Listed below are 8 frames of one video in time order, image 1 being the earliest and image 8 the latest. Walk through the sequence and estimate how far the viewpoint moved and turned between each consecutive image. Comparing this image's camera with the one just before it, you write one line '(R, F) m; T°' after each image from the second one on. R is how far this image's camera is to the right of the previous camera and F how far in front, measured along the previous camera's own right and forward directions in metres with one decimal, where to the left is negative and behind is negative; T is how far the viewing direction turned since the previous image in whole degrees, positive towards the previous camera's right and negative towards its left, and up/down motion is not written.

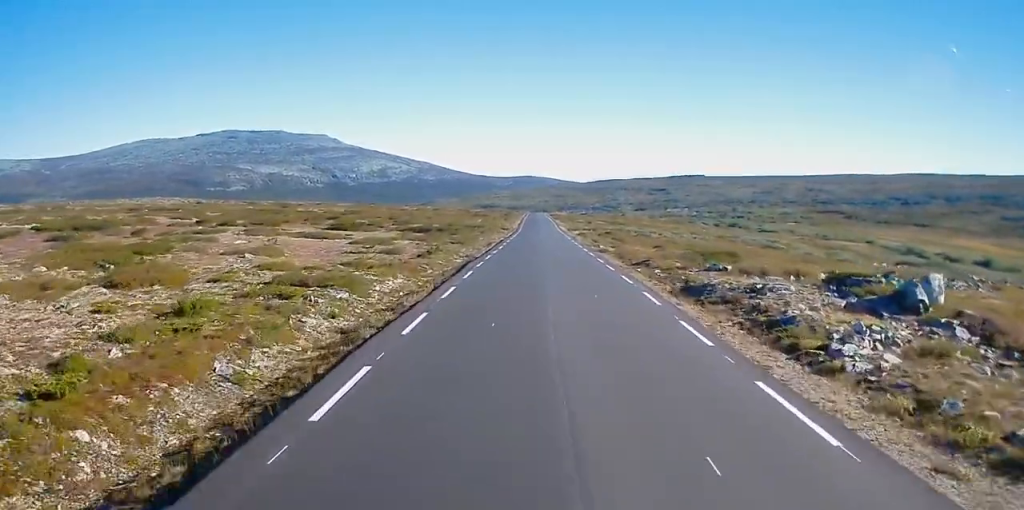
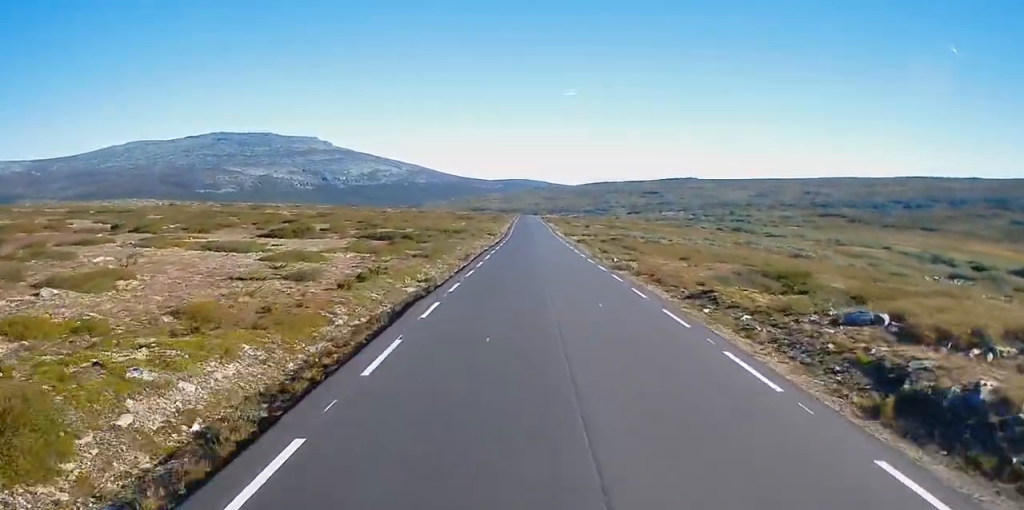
(-0.2, +15.7) m; 0°
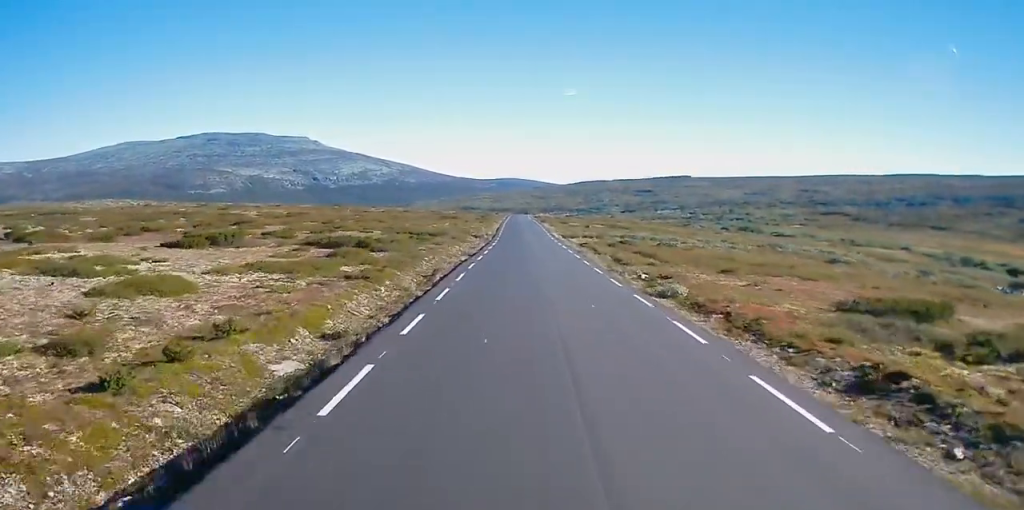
(+0.2, +14.0) m; +1°
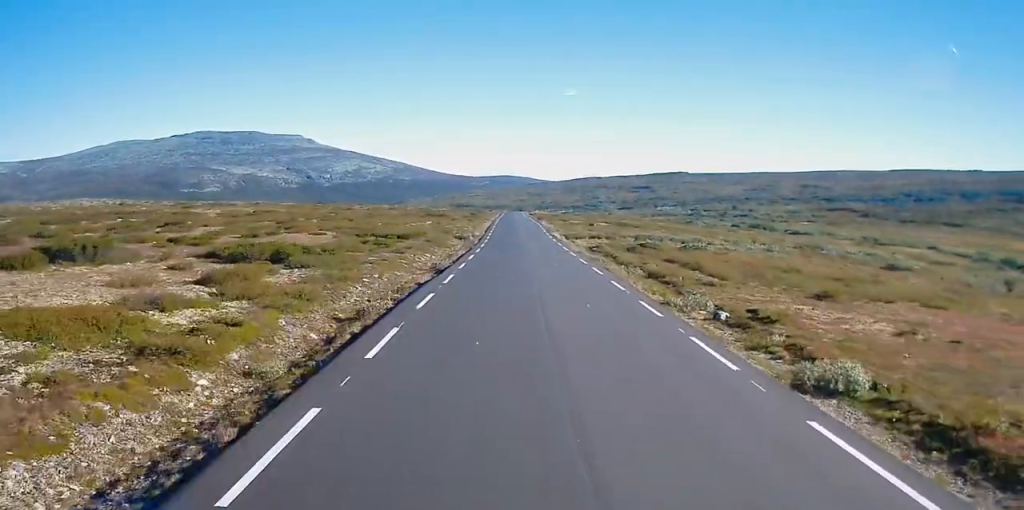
(+0.2, +14.8) m; 0°
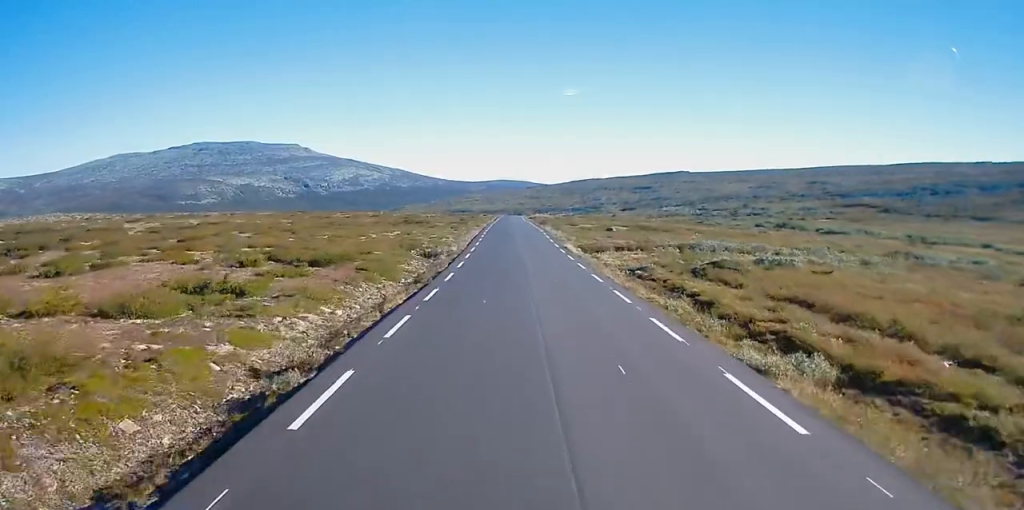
(-0.2, +21.4) m; -1°
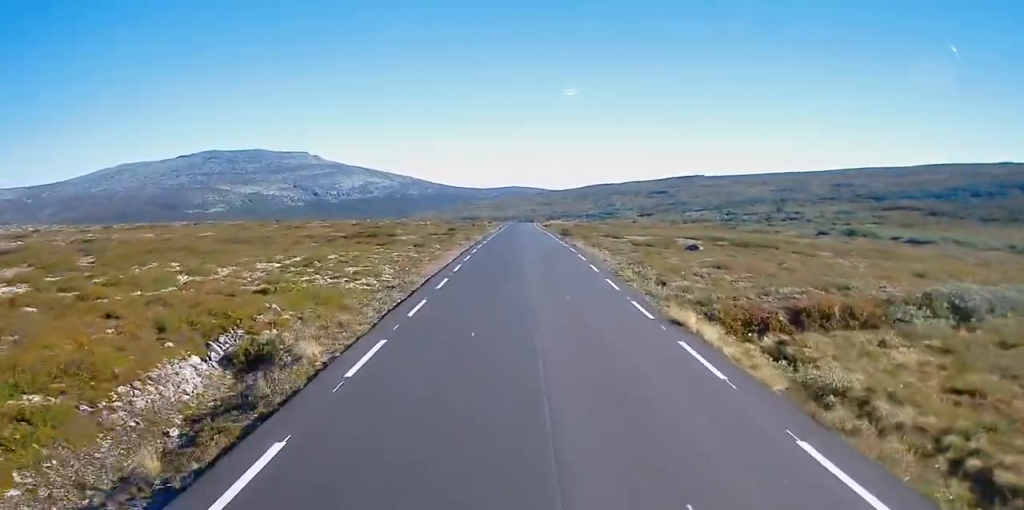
(0.0, +32.9) m; 0°
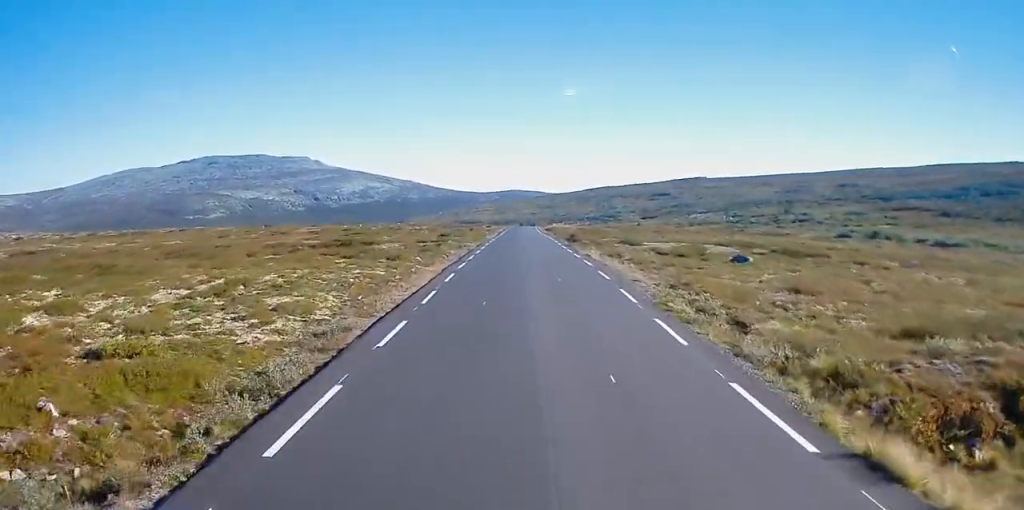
(-0.1, +9.3) m; 0°
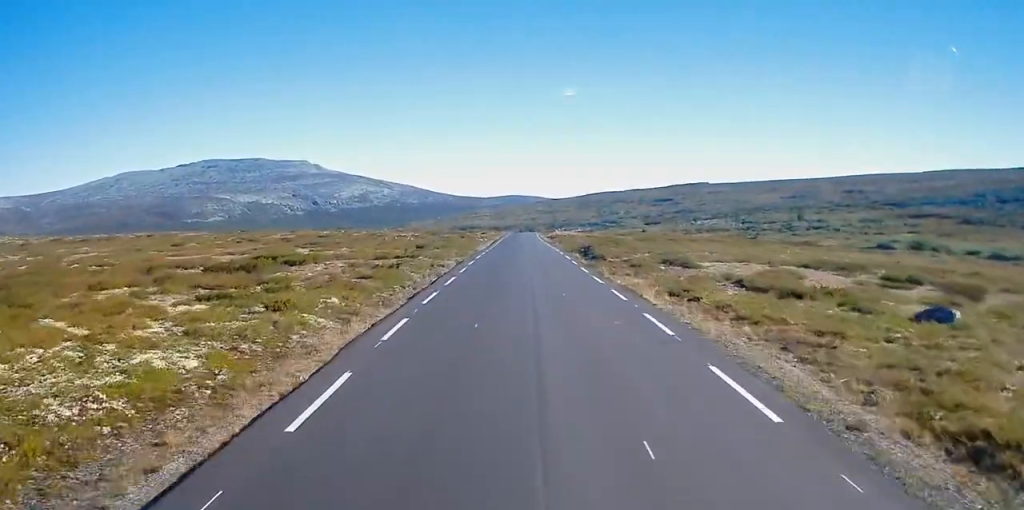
(+0.2, +16.8) m; -1°
